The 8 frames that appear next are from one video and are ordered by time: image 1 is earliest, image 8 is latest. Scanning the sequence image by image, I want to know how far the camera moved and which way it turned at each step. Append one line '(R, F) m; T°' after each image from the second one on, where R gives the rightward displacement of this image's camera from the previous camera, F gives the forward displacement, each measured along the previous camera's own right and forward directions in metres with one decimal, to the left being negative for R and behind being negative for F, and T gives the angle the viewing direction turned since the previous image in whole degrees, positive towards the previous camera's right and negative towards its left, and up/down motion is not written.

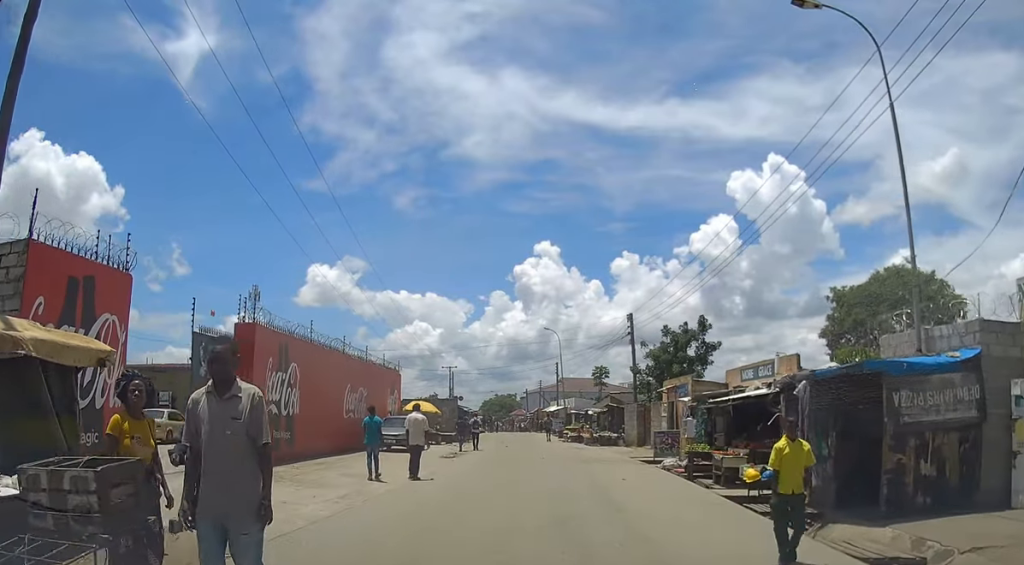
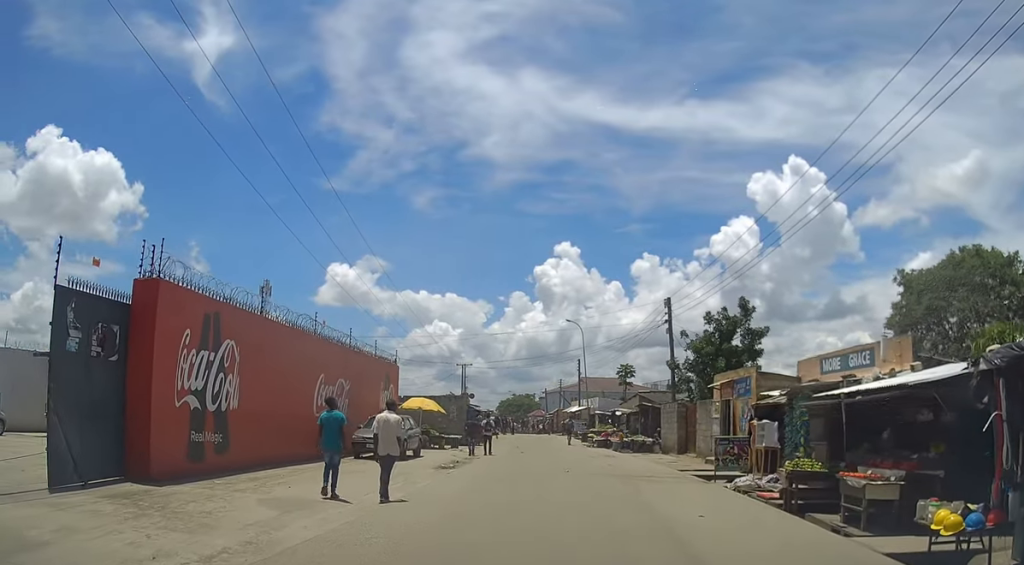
(+0.1, +5.8) m; 0°
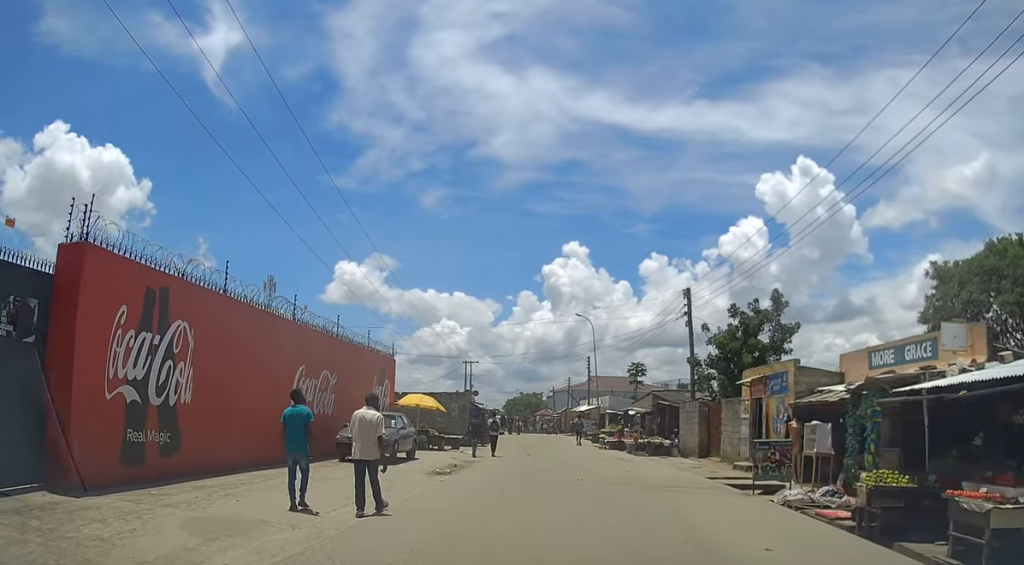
(0.0, +2.7) m; -1°
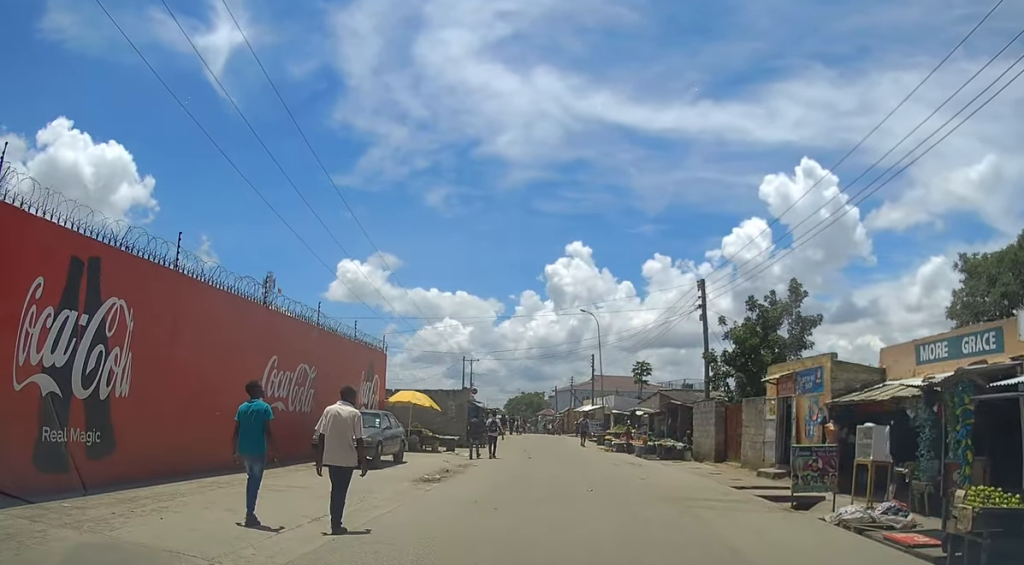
(0.0, +2.4) m; -1°
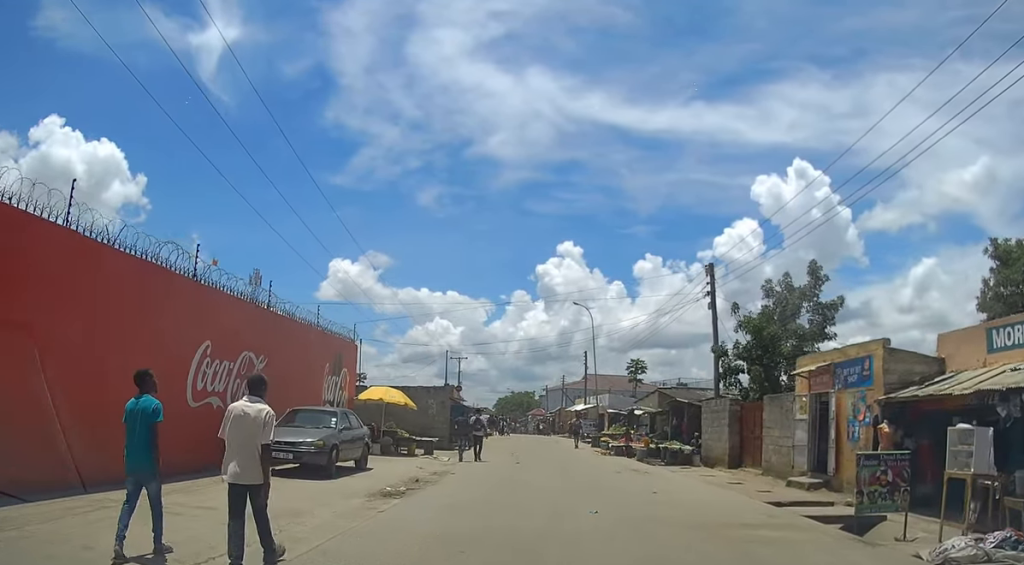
(0.0, +3.2) m; 0°
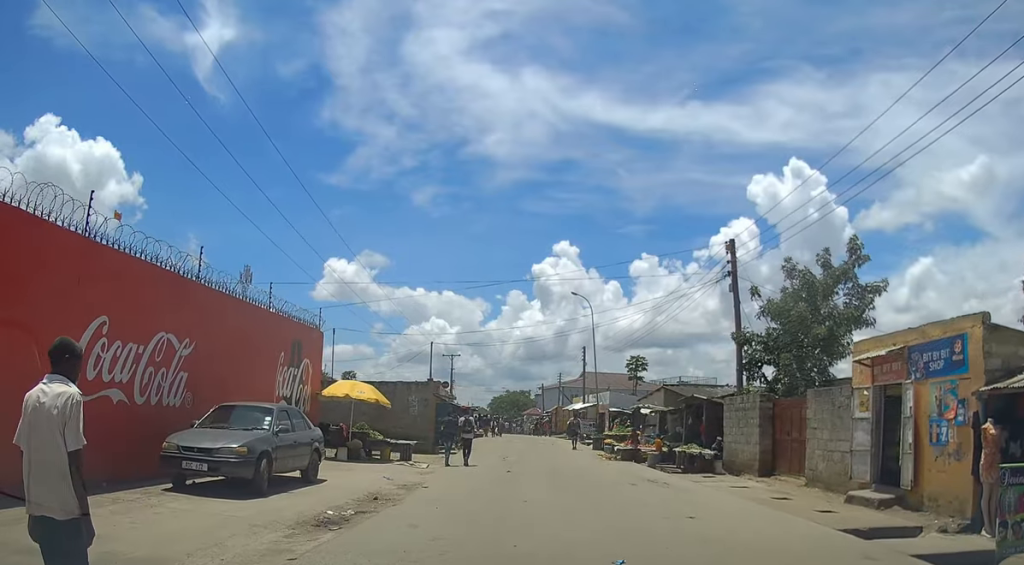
(0.0, +3.6) m; +1°
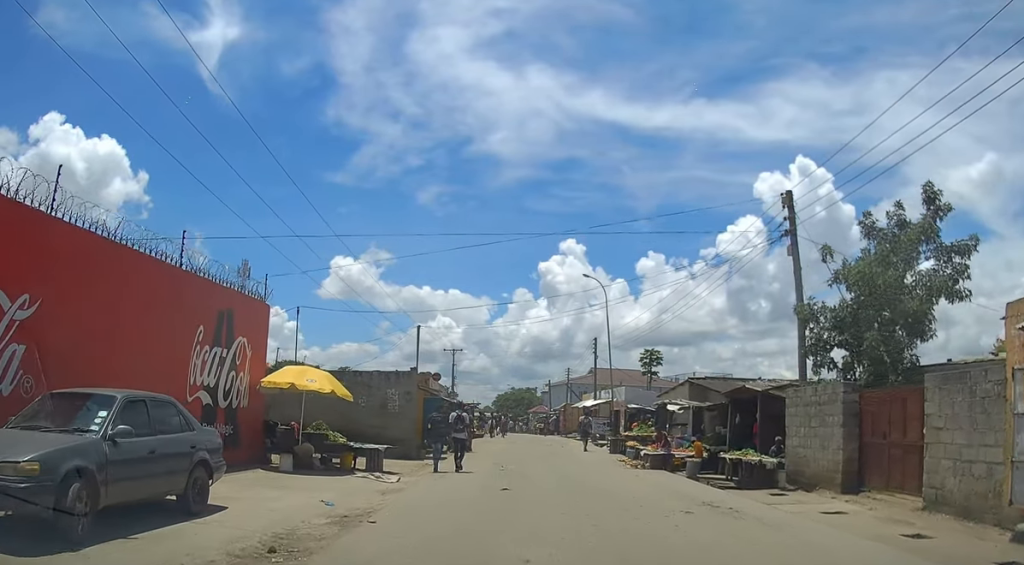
(0.0, +4.9) m; -2°
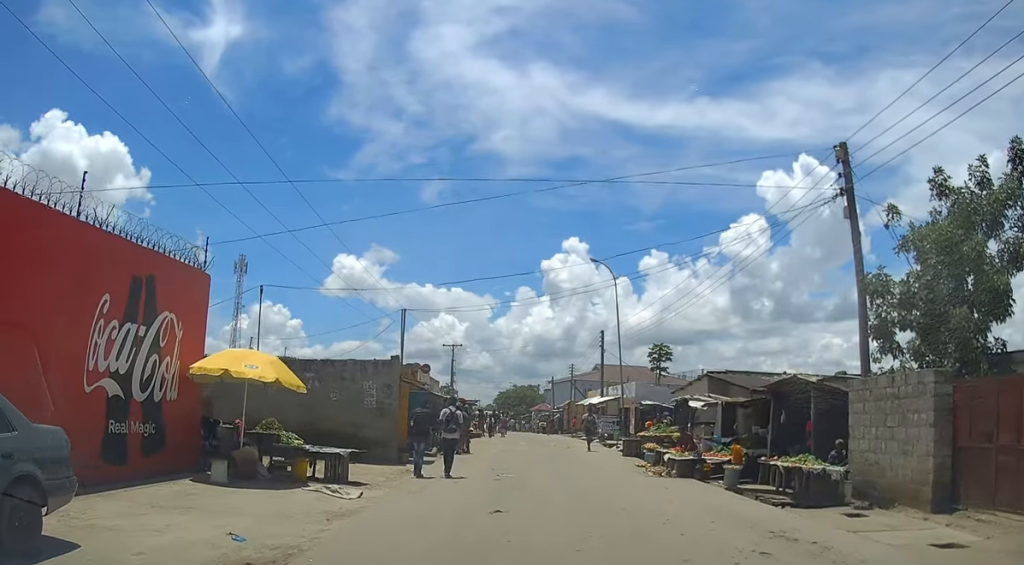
(-0.2, +3.3) m; 0°
